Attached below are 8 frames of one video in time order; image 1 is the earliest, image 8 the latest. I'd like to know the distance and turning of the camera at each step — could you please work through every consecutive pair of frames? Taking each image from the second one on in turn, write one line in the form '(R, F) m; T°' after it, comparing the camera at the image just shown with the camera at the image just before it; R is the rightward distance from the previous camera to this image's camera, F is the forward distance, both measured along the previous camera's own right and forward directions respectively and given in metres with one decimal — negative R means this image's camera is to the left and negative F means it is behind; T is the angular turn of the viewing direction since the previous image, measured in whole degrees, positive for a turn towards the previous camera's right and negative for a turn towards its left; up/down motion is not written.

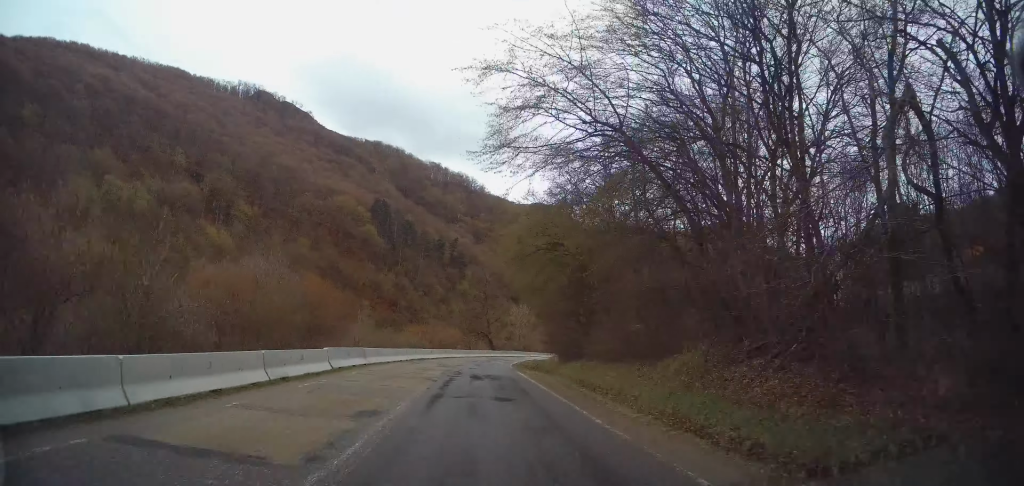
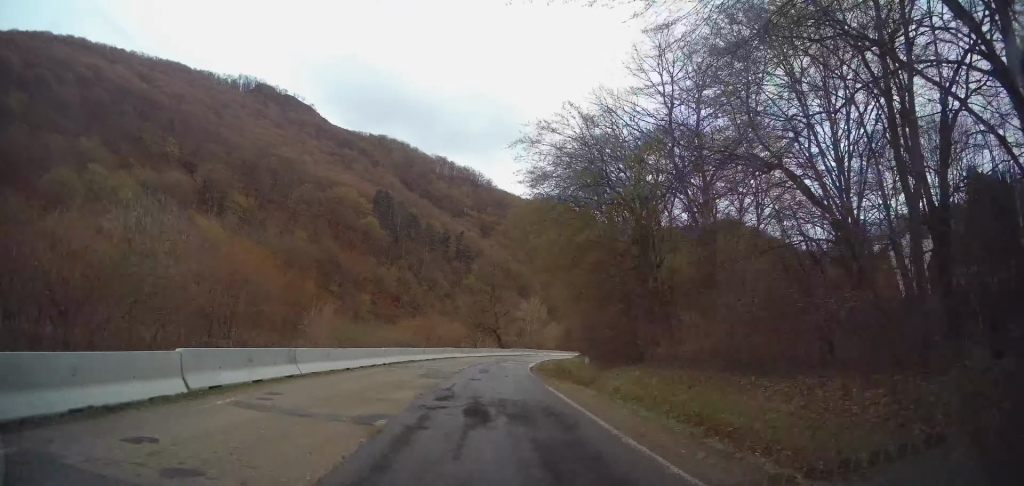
(0.0, +10.4) m; -1°
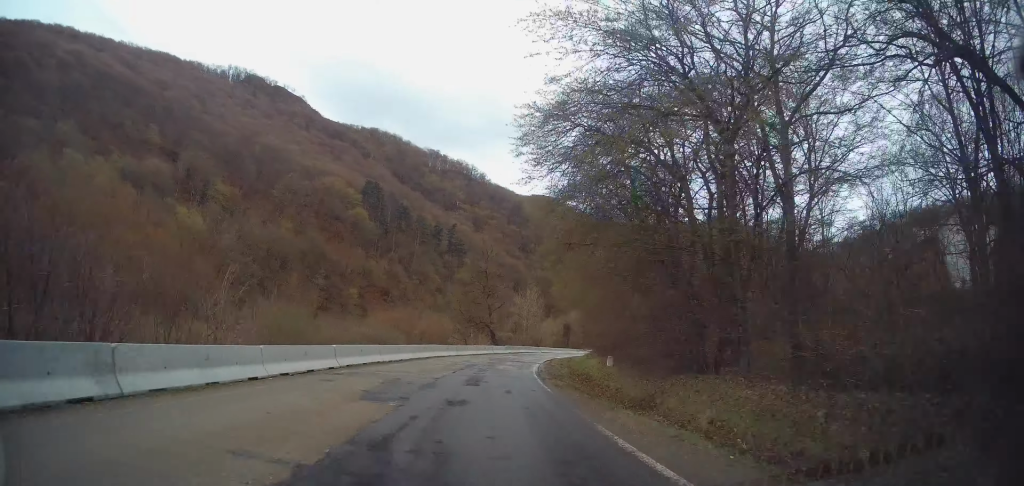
(-0.1, +7.9) m; 0°
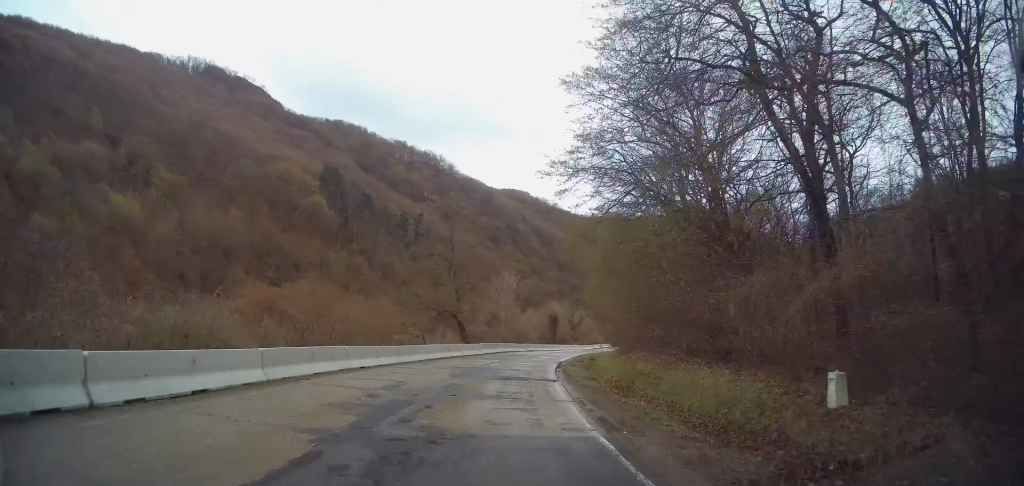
(0.0, +18.1) m; +1°
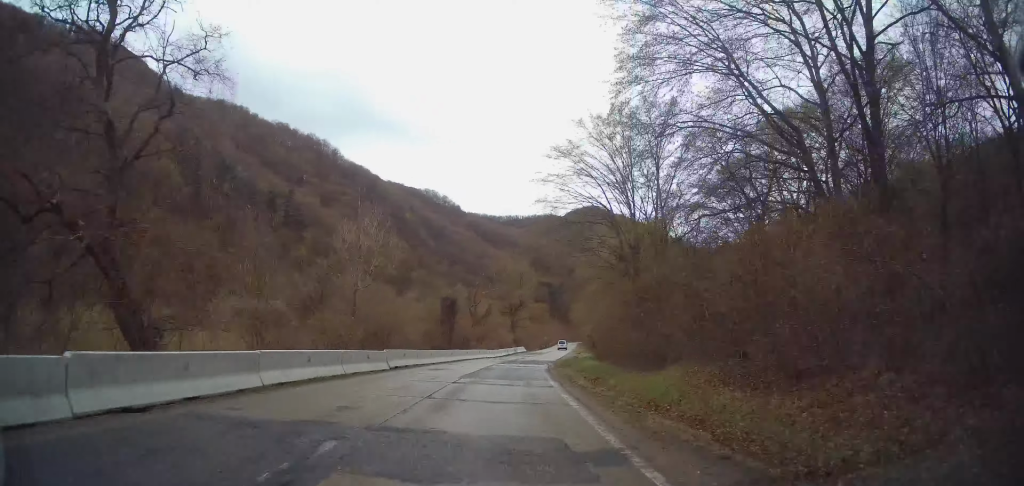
(+3.1, +36.3) m; +11°
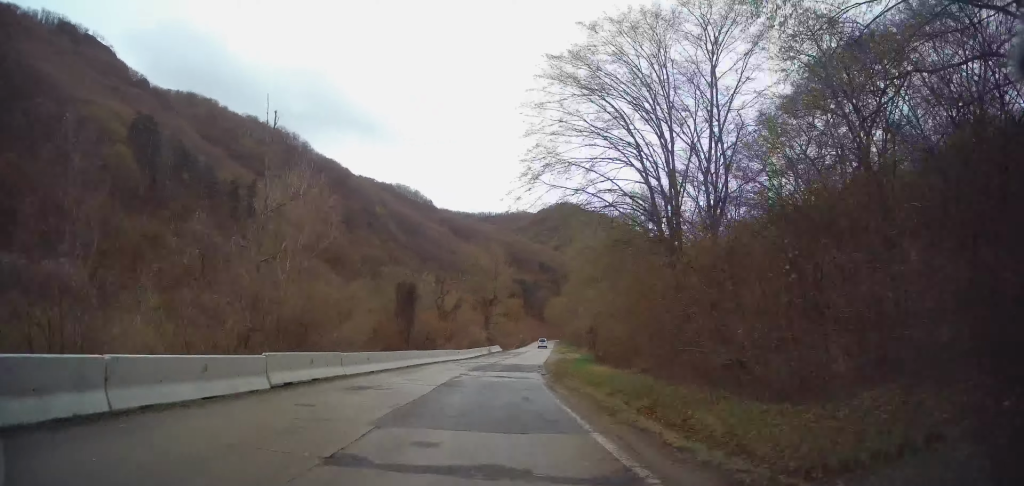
(+0.2, +10.8) m; +3°
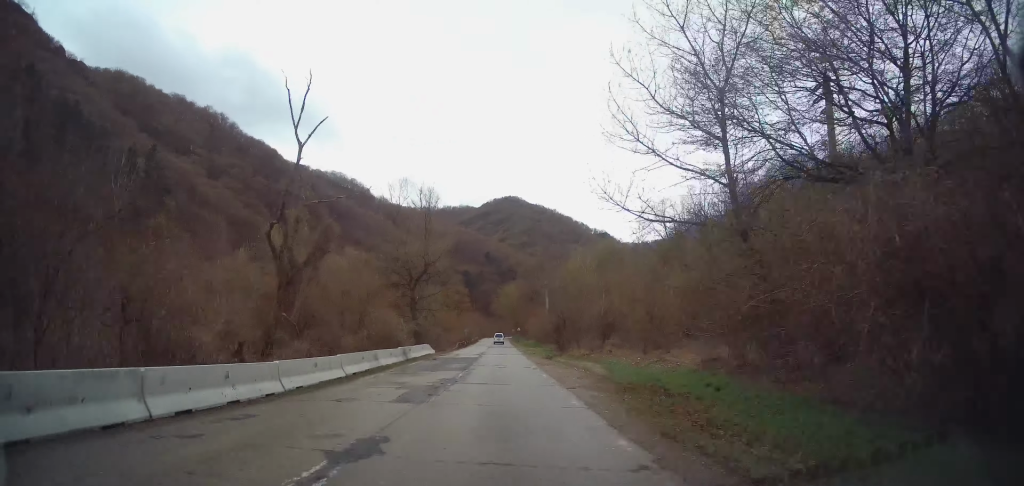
(+2.8, +34.1) m; +7°
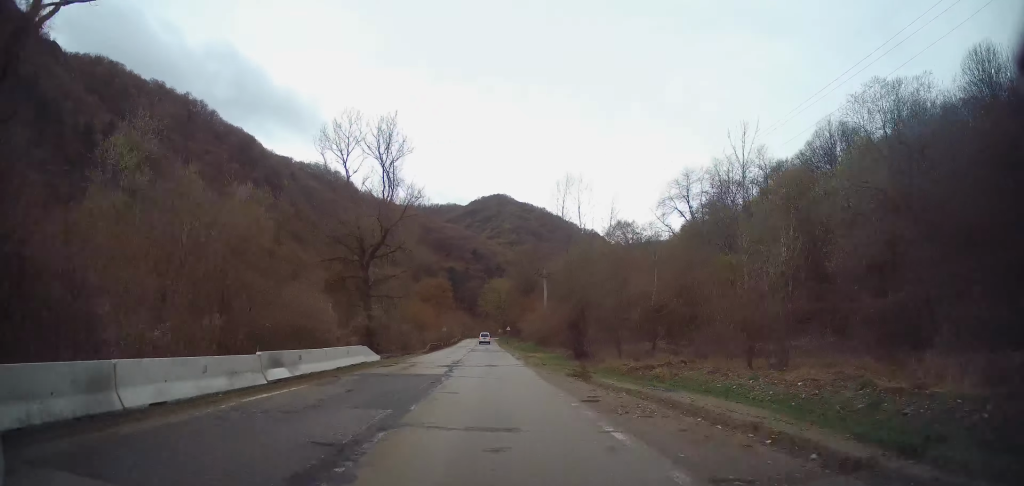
(0.0, +18.1) m; +1°
